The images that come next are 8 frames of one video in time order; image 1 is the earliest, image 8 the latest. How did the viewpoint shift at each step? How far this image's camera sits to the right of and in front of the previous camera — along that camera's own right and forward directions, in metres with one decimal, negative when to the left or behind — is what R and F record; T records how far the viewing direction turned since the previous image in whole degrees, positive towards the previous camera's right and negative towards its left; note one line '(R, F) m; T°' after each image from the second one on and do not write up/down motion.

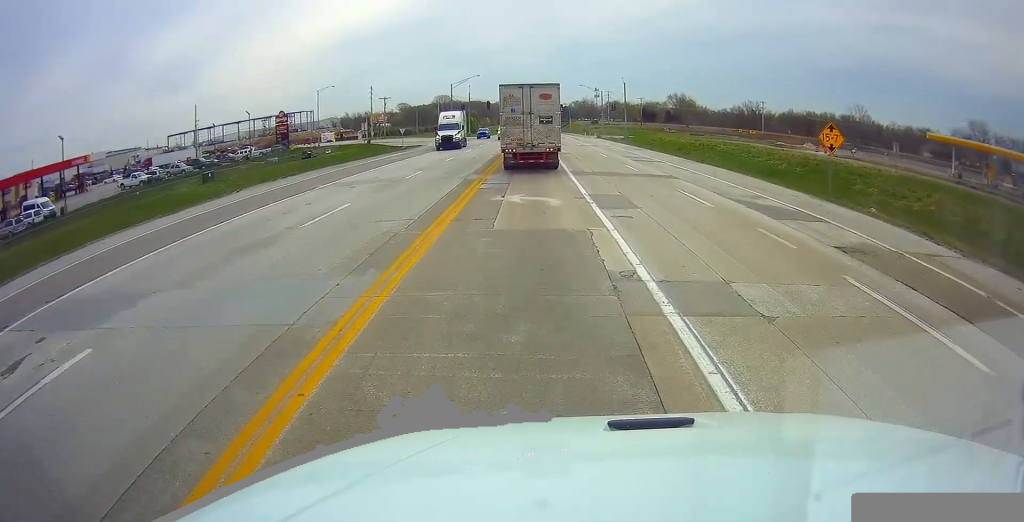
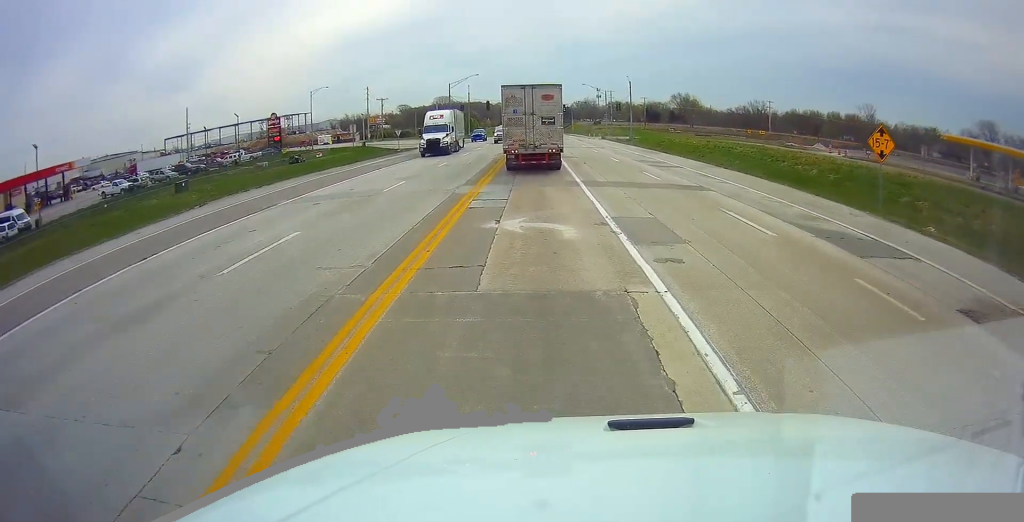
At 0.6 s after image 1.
(0.0, +3.8) m; -1°
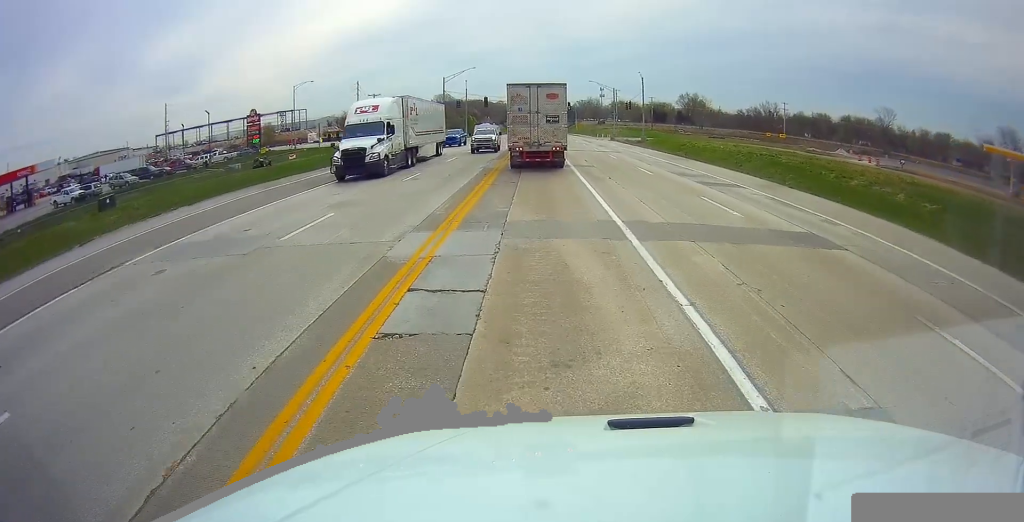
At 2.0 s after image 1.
(0.0, +8.9) m; +1°
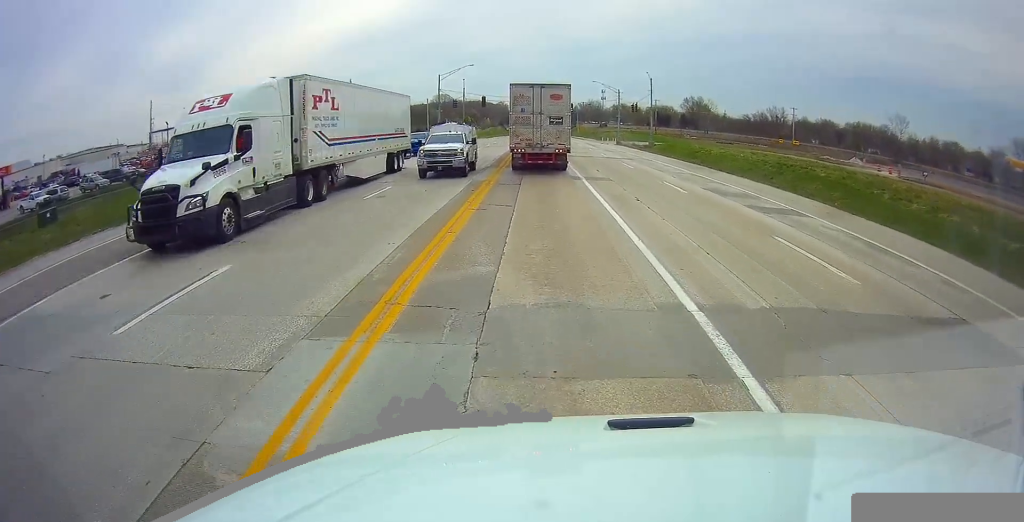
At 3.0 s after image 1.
(+0.1, +5.7) m; +1°
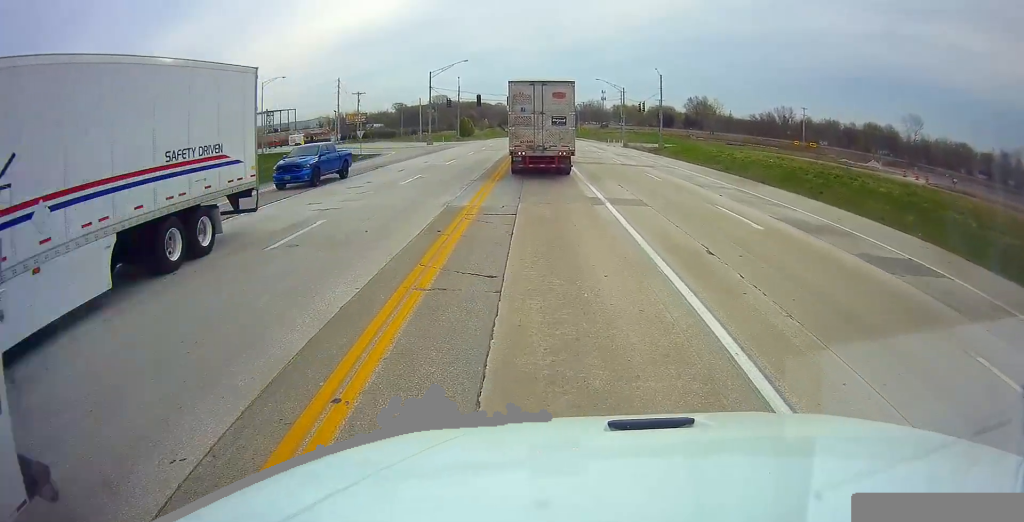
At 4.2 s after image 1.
(0.0, +6.6) m; 0°
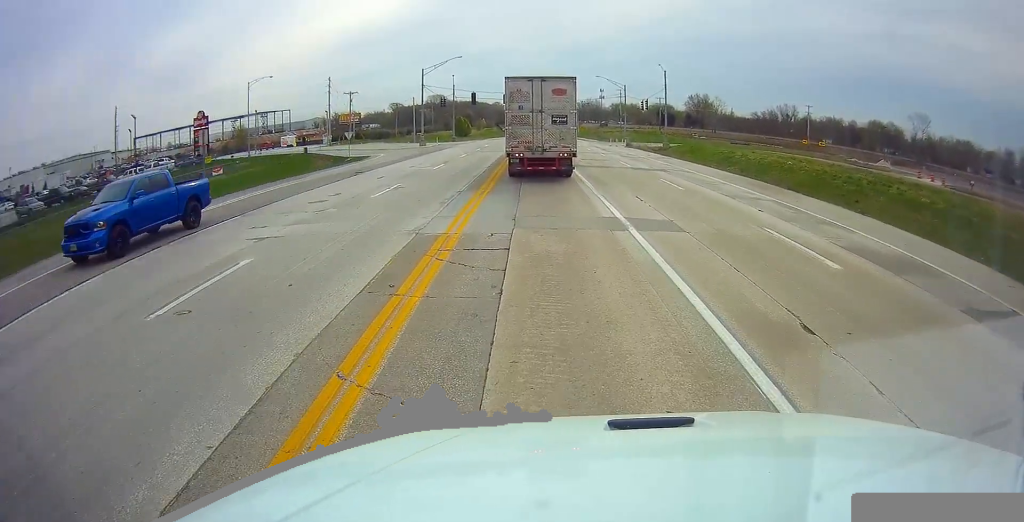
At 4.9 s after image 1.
(0.0, +3.5) m; 0°
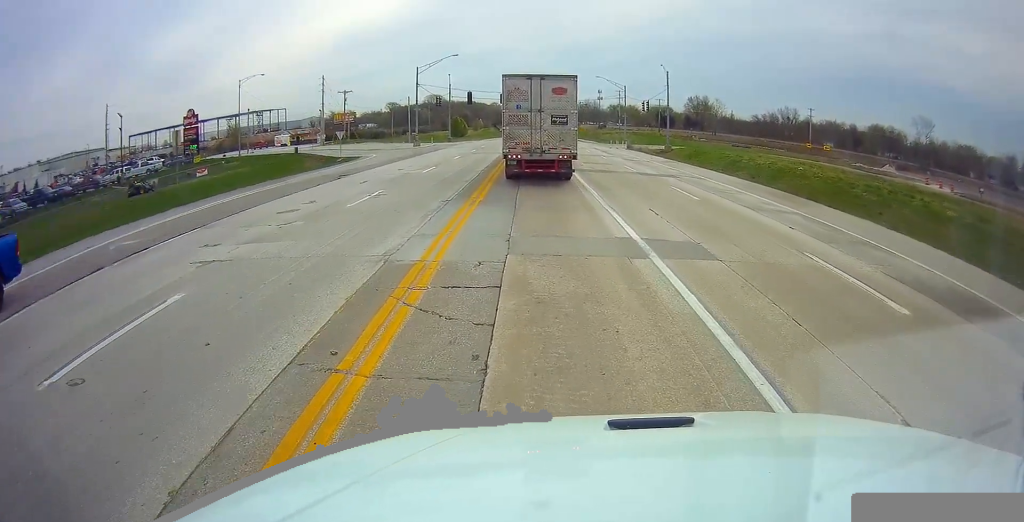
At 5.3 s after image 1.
(0.0, +2.1) m; 0°
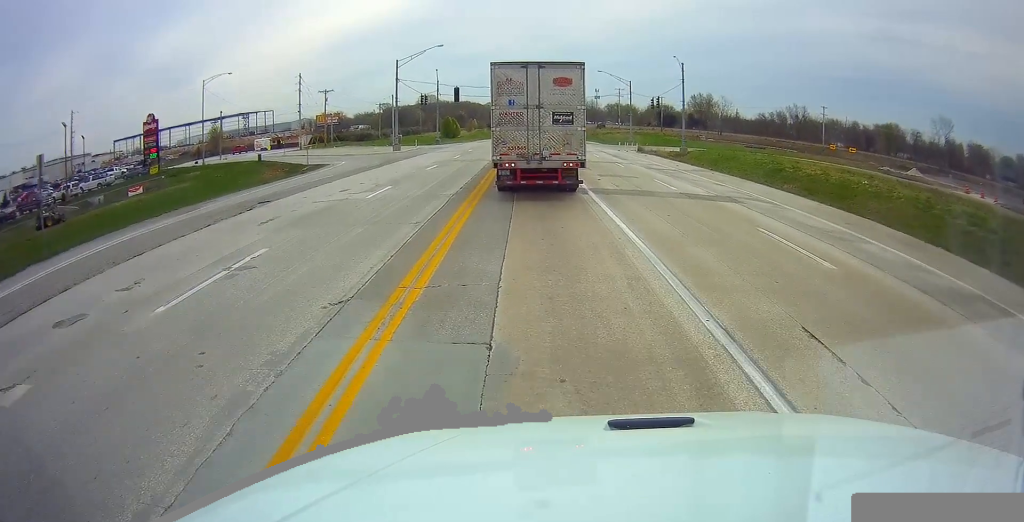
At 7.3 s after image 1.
(0.0, +7.5) m; -4°
